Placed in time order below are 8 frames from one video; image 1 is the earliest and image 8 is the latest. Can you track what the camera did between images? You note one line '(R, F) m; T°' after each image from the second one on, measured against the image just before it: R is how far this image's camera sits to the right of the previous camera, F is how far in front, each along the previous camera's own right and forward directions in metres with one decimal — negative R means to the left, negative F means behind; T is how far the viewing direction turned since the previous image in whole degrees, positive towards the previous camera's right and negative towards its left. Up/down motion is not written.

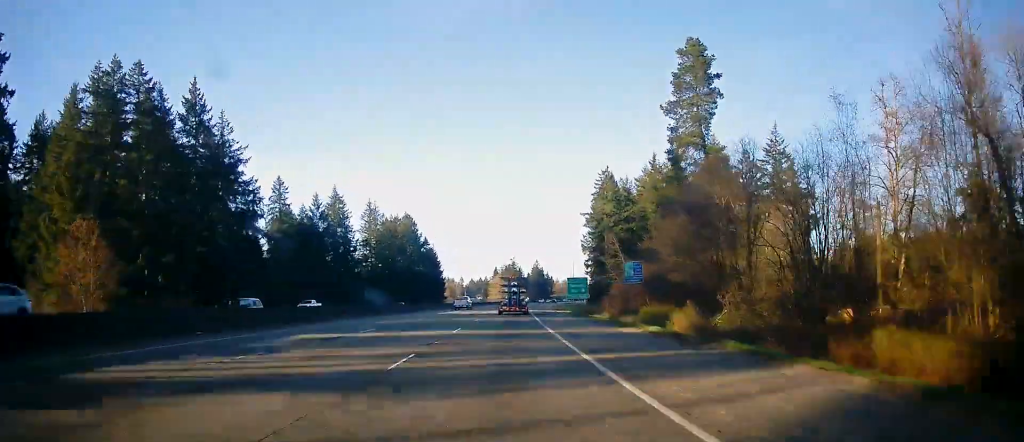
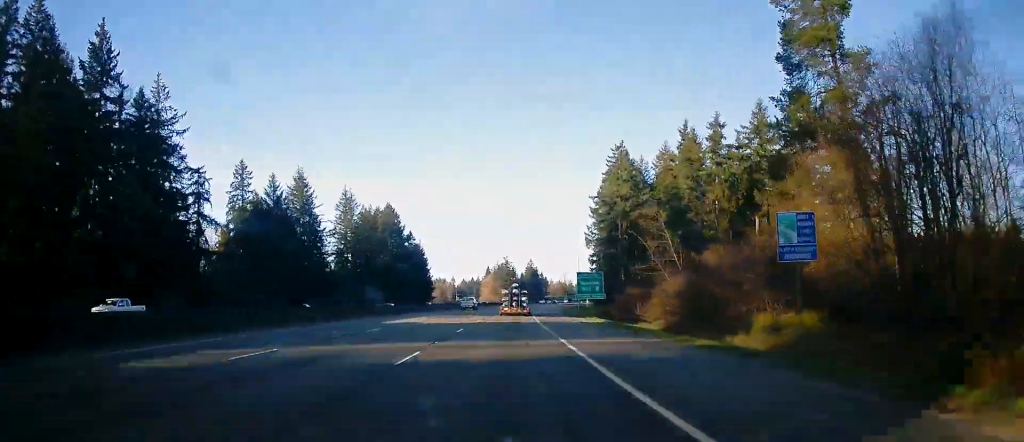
(+0.2, +23.2) m; +1°
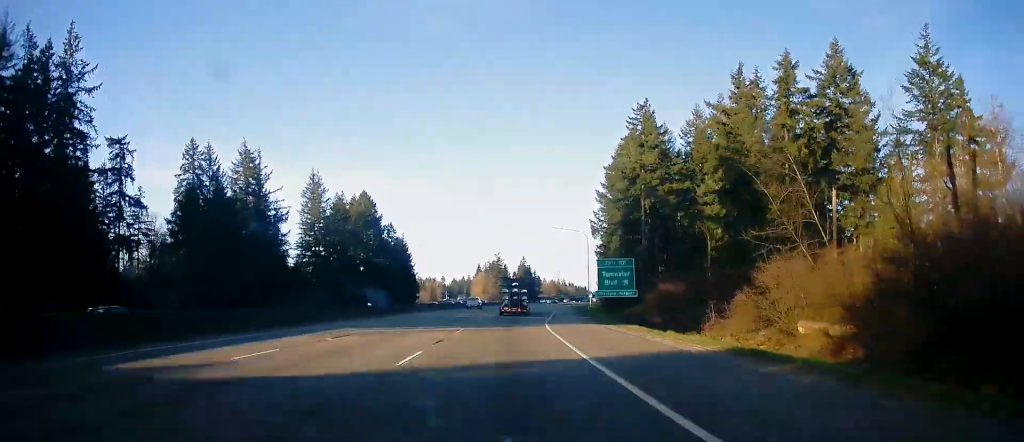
(+0.2, +24.1) m; +1°
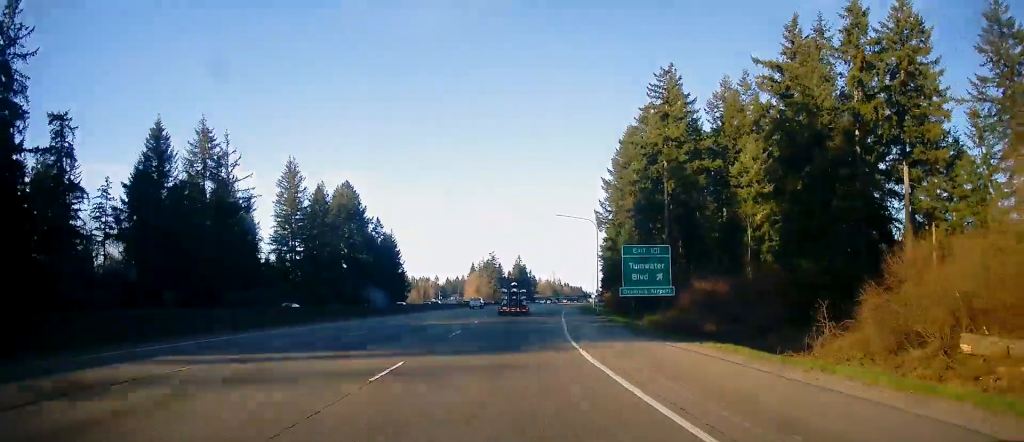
(+0.3, +14.4) m; 0°
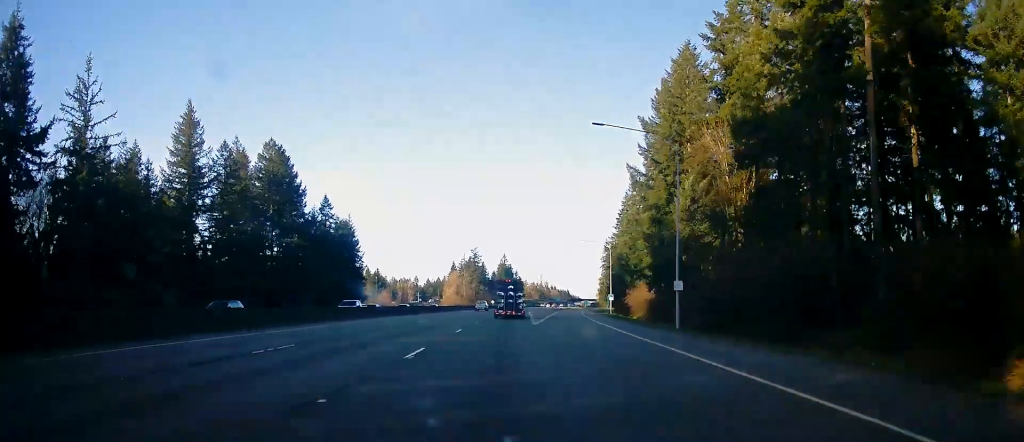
(-0.2, +44.2) m; +1°
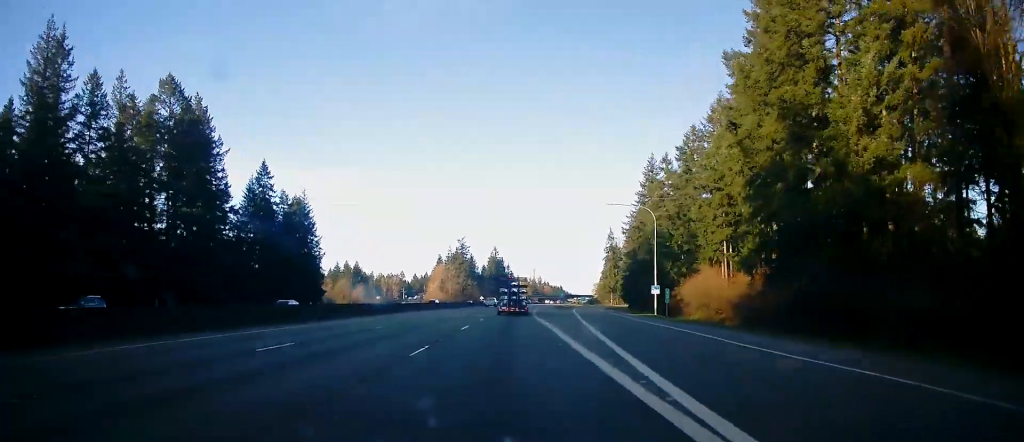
(+1.1, +36.5) m; +2°
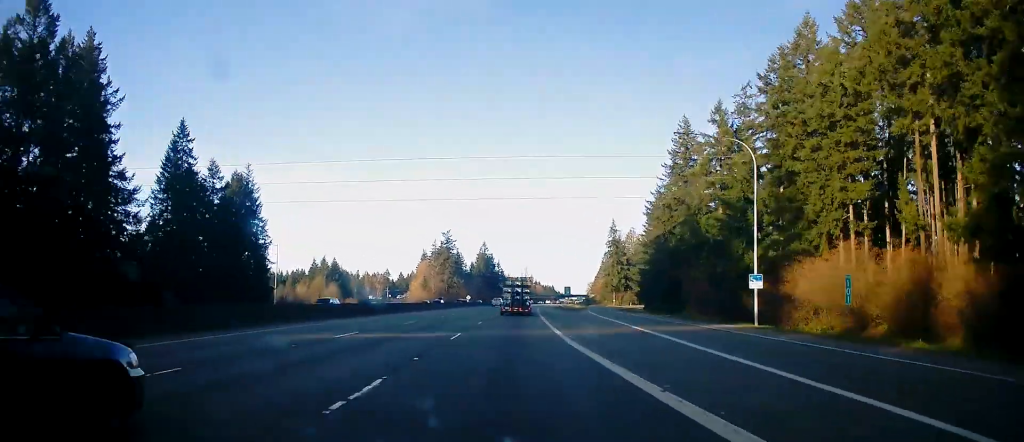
(0.0, +30.7) m; +1°
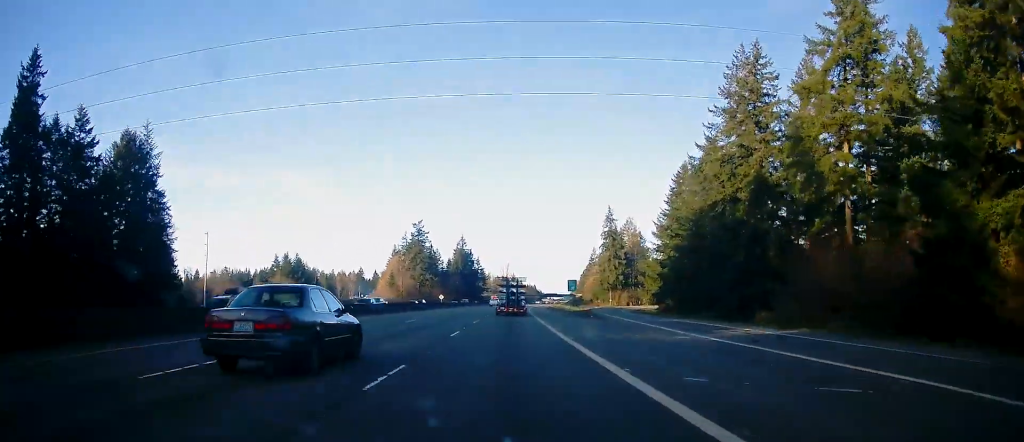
(+0.7, +34.5) m; +2°
